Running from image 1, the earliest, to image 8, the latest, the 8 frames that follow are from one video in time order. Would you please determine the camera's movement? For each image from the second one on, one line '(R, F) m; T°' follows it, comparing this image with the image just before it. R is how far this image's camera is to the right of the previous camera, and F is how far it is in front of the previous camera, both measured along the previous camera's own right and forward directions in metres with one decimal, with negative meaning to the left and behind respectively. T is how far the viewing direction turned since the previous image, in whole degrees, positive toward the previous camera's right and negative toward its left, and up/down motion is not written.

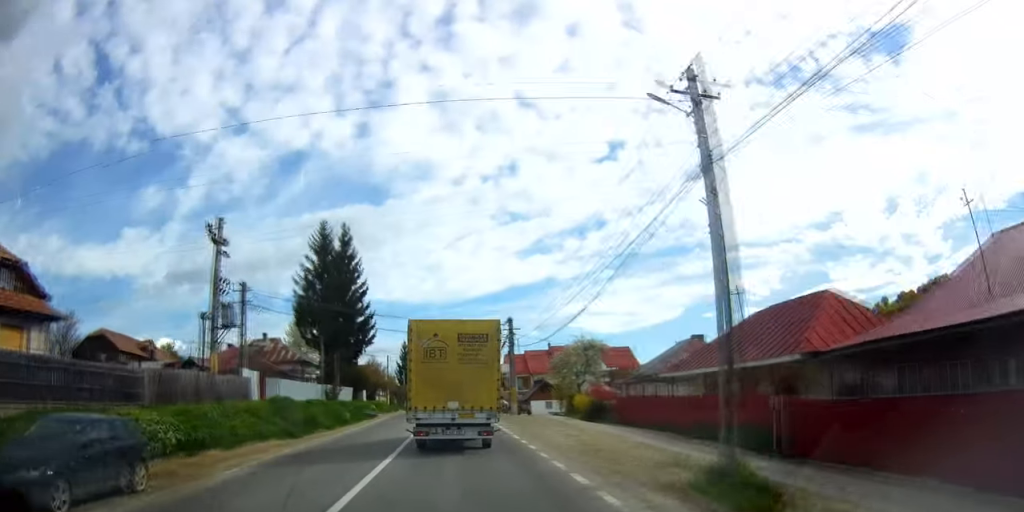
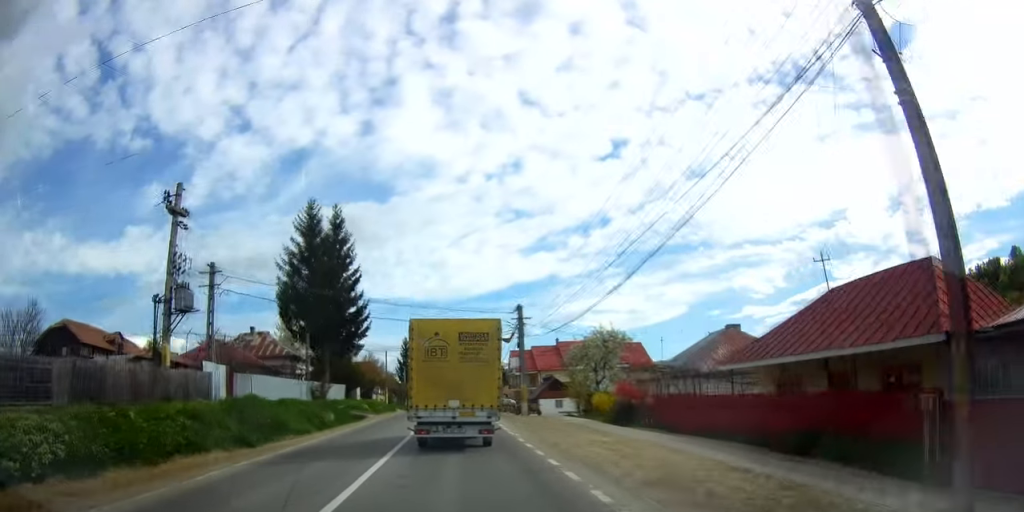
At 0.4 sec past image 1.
(0.0, +5.4) m; -1°
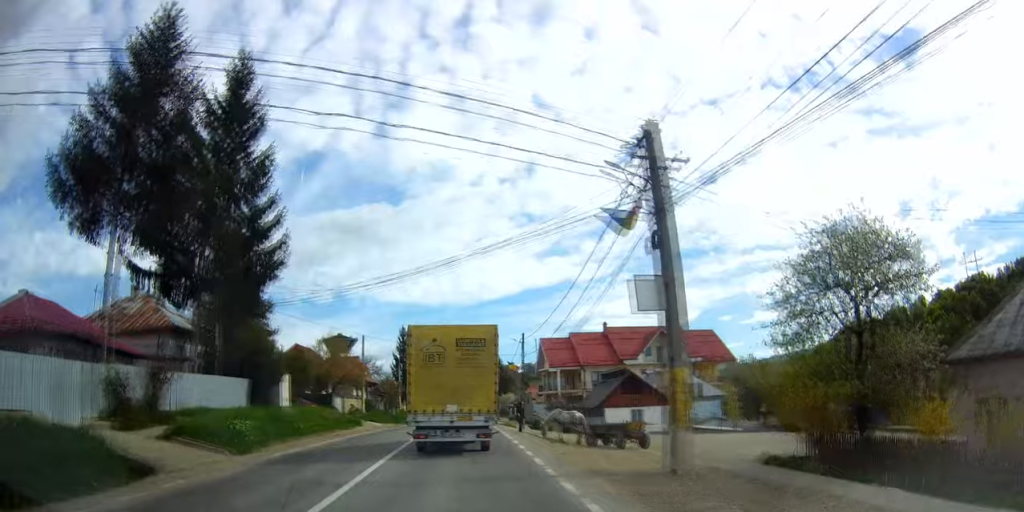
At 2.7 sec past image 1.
(-1.5, +28.7) m; -2°
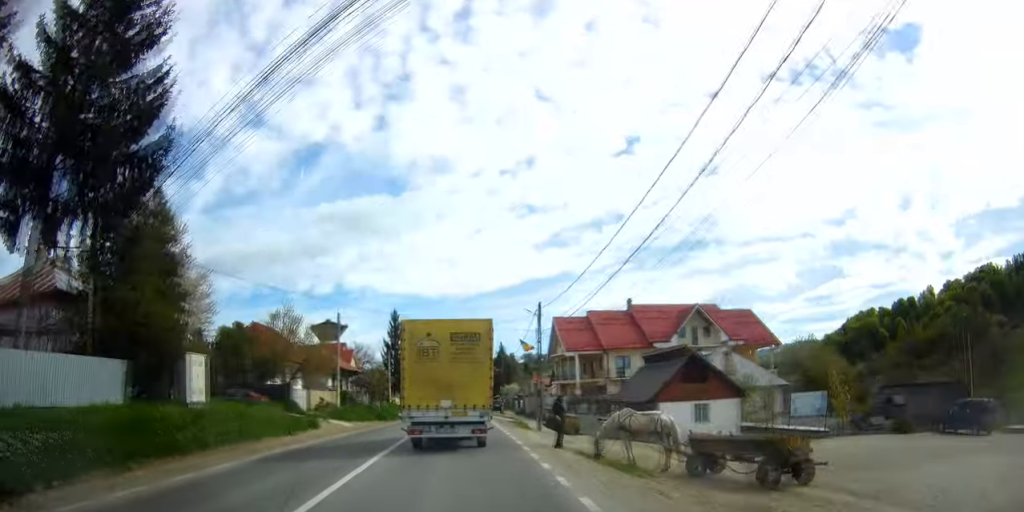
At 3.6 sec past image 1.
(+0.4, +12.1) m; +2°
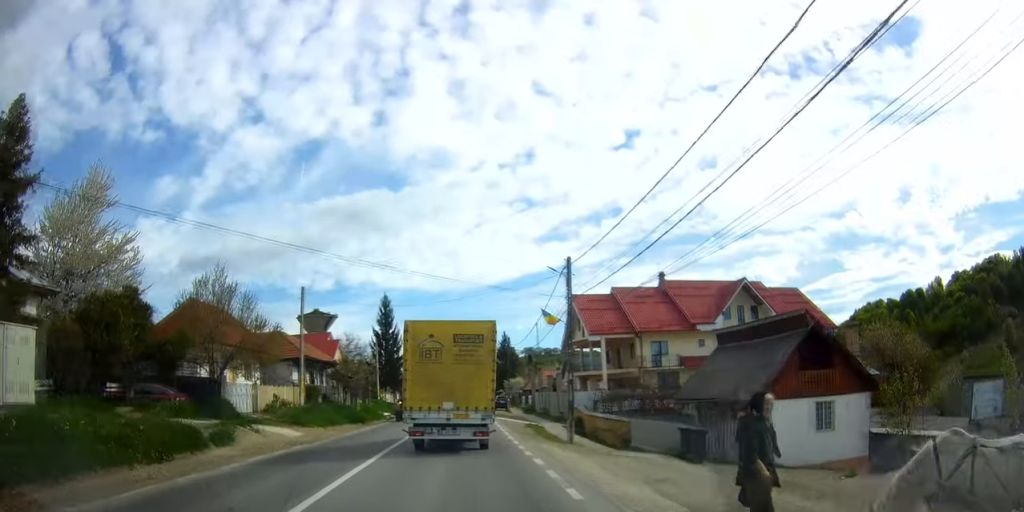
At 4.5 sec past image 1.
(0.0, +11.4) m; 0°
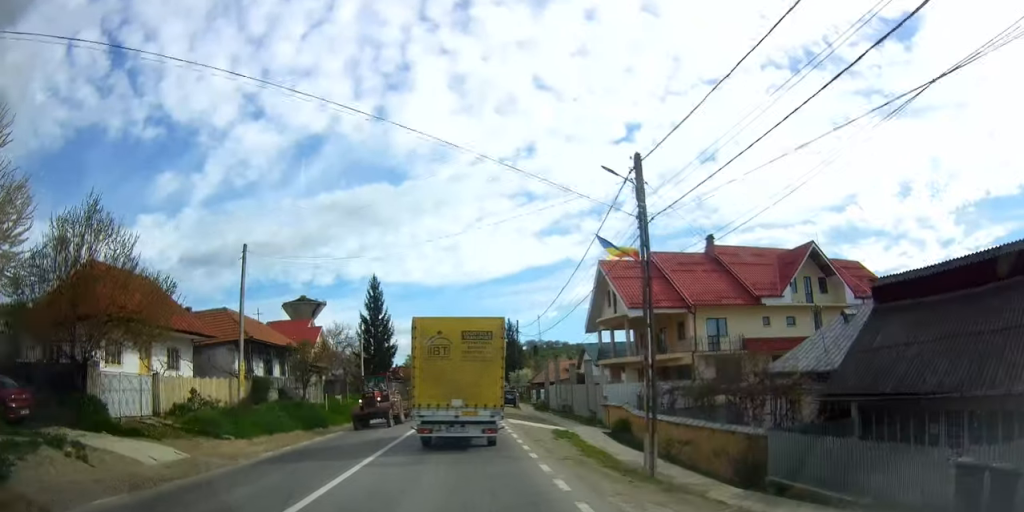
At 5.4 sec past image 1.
(0.0, +11.2) m; 0°
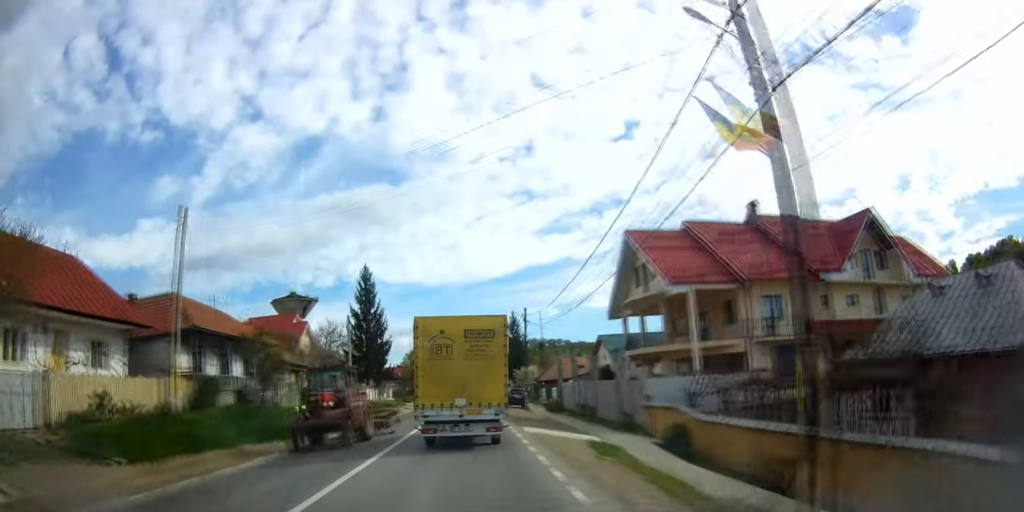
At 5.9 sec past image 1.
(+0.1, +7.1) m; 0°
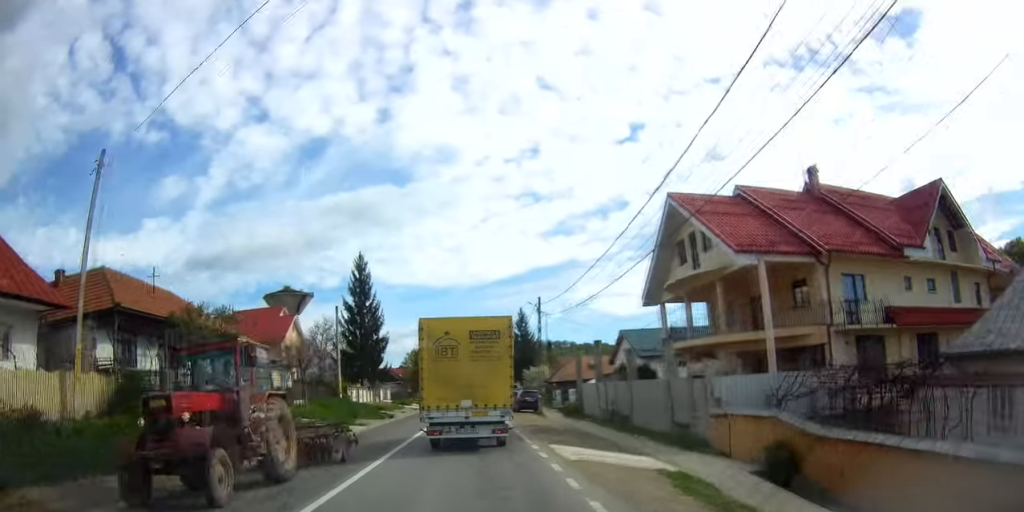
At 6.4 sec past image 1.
(-0.2, +6.6) m; -1°
